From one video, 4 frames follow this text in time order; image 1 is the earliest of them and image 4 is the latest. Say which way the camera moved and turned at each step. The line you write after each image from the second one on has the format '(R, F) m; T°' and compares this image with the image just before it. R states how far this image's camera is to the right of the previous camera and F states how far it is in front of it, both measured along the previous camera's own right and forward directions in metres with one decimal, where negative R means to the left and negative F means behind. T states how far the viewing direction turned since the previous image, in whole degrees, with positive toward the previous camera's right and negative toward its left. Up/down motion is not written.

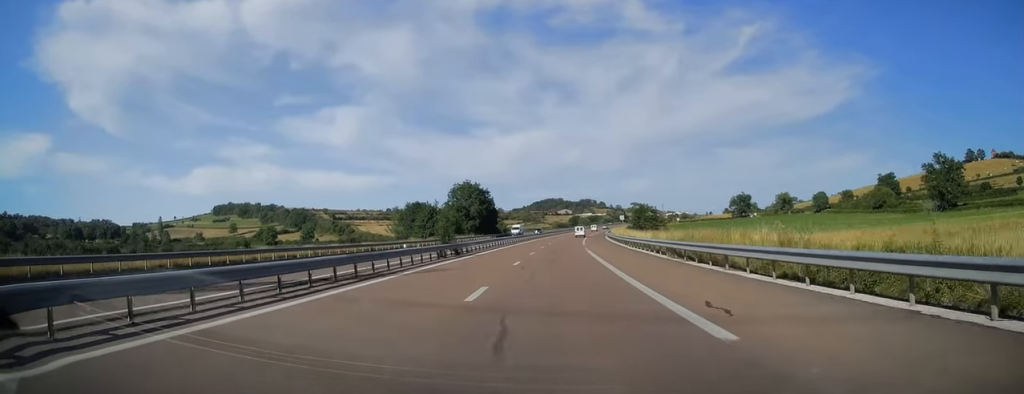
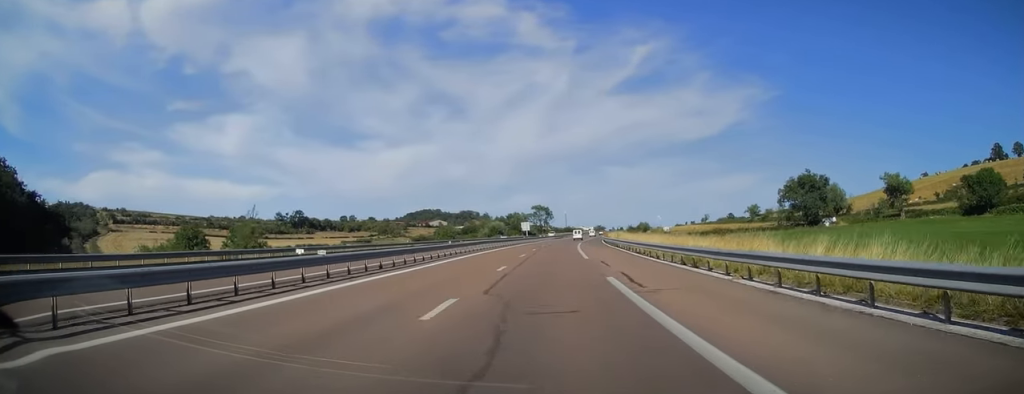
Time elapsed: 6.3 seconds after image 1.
(+15.4, +182.9) m; +10°
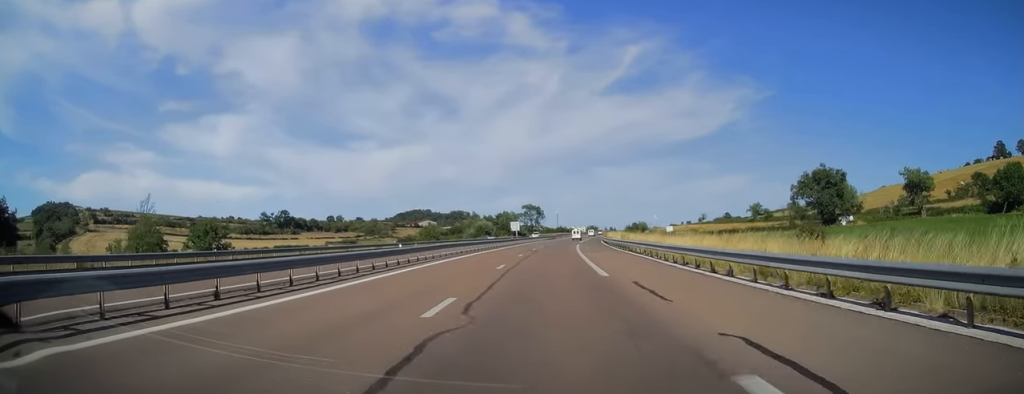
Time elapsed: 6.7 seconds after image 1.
(0.0, +12.7) m; +1°
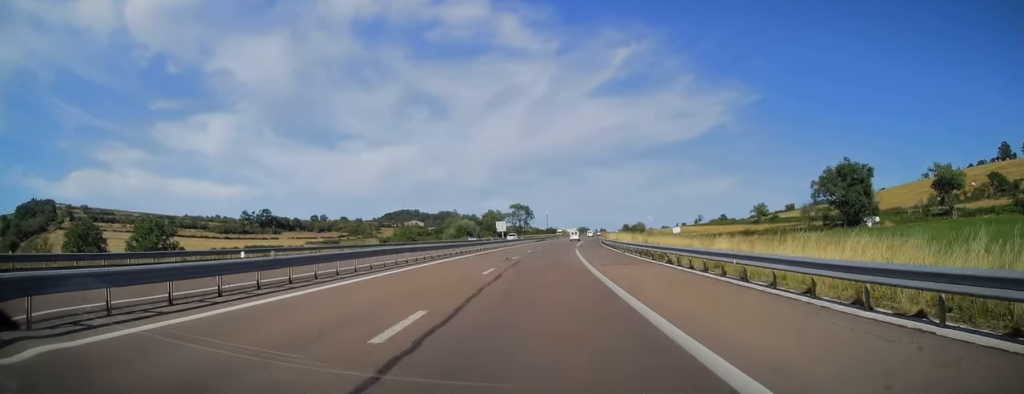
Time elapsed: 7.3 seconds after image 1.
(-0.2, +15.6) m; +1°
